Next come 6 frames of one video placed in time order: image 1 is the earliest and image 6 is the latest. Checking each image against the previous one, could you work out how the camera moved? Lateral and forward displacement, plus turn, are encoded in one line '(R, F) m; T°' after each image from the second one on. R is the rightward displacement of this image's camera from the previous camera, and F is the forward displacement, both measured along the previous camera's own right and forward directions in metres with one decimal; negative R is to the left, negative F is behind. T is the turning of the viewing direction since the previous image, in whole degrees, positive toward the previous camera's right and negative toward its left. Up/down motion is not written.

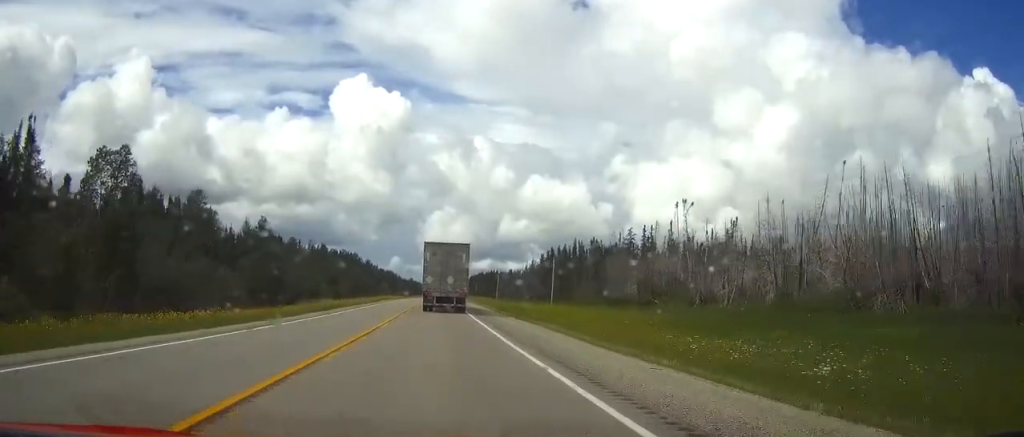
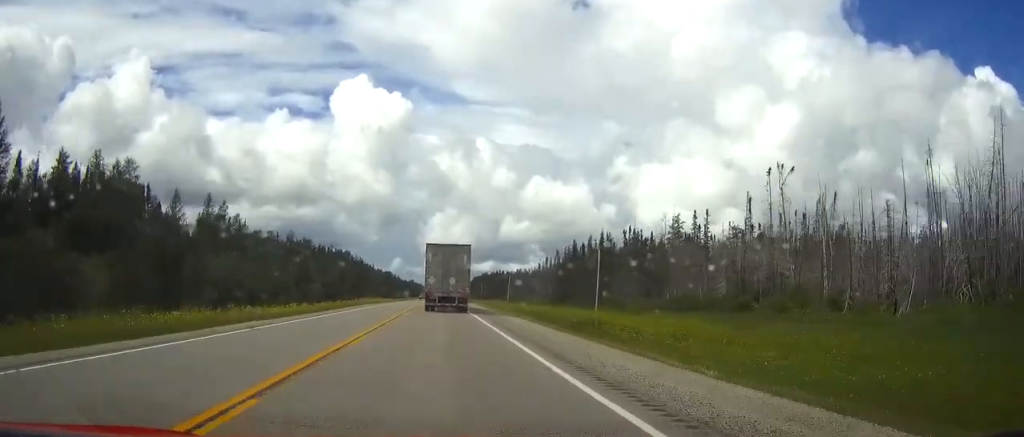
(0.0, +35.3) m; 0°
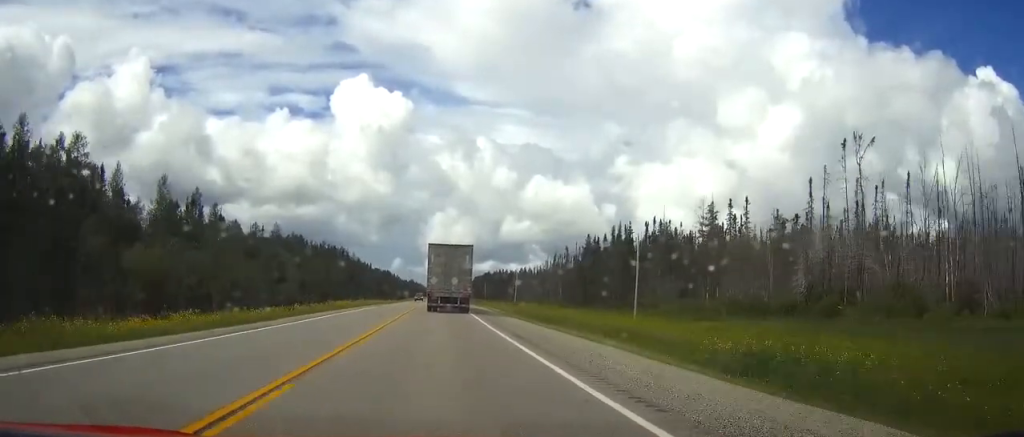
(0.0, +18.2) m; 0°
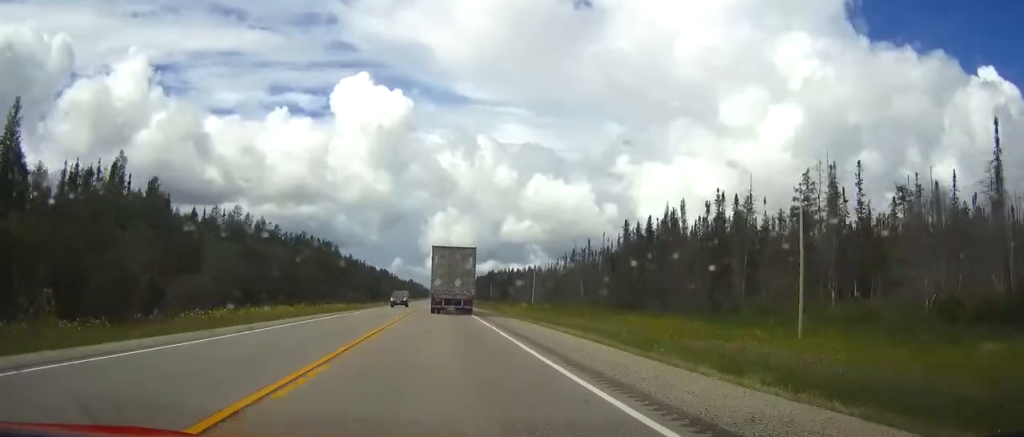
(0.0, +35.6) m; 0°
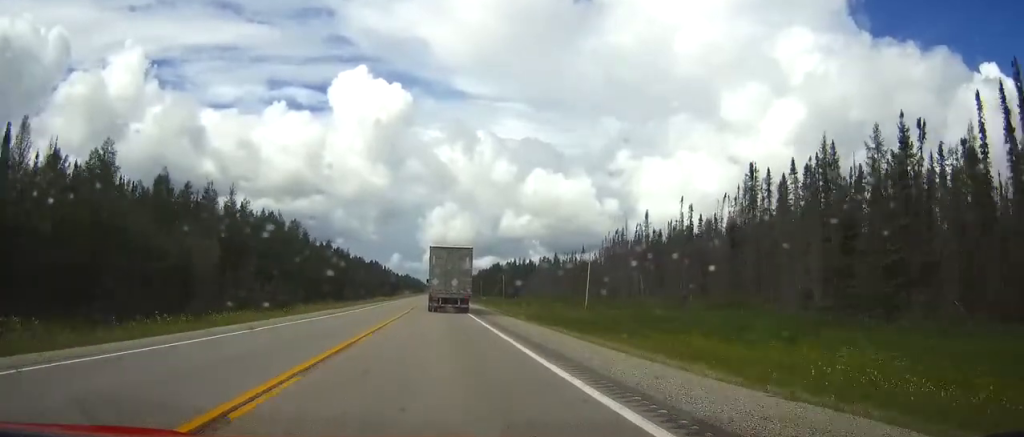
(-0.1, +60.1) m; 0°
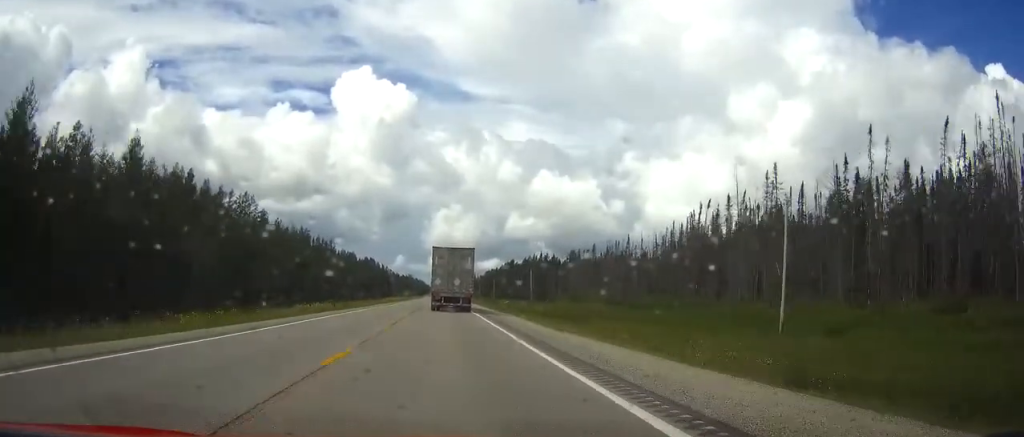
(-0.1, +57.8) m; -1°
